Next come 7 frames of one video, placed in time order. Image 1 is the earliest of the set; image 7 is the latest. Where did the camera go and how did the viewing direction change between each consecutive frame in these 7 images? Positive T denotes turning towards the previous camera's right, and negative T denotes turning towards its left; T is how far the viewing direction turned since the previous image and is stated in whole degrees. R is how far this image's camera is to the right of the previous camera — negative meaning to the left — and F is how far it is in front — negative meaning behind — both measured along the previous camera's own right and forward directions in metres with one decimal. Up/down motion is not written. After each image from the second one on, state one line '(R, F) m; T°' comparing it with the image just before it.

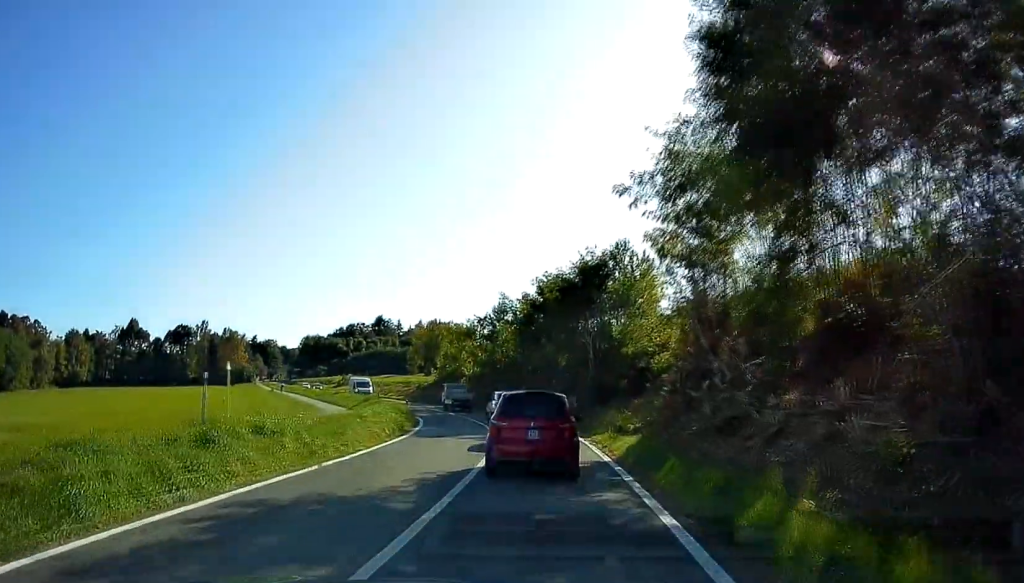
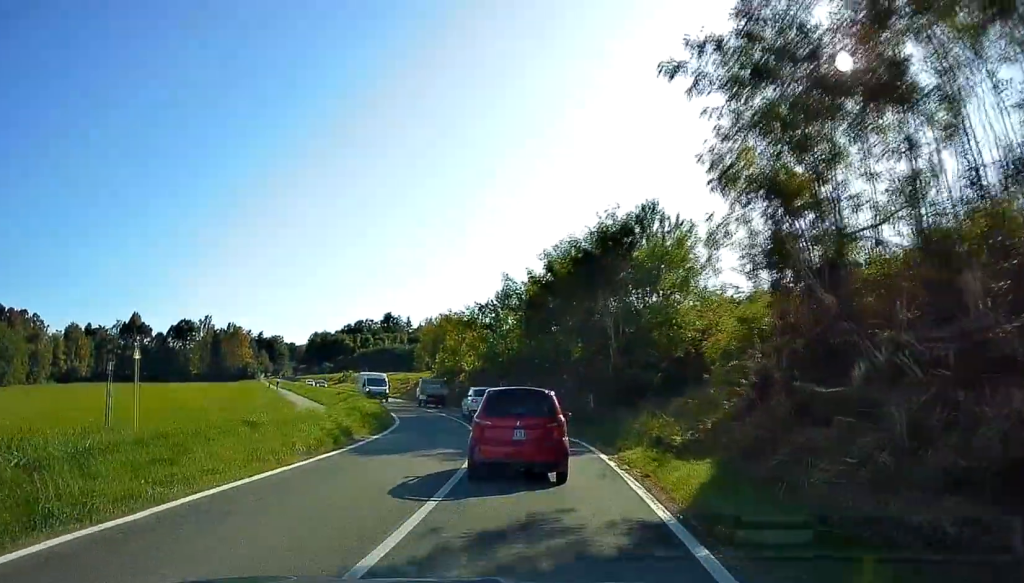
(0.0, +7.7) m; 0°
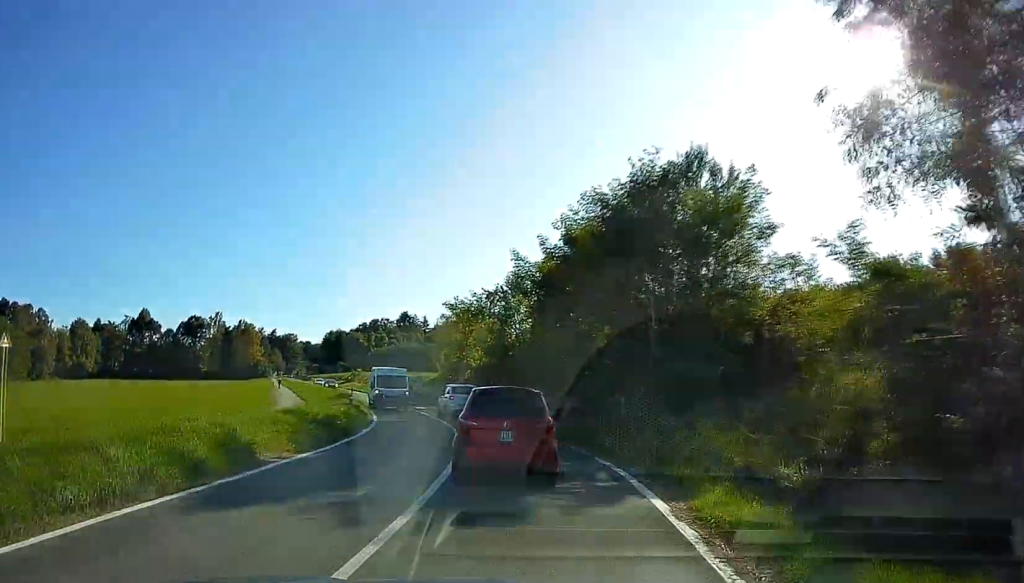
(+0.3, +7.2) m; -2°
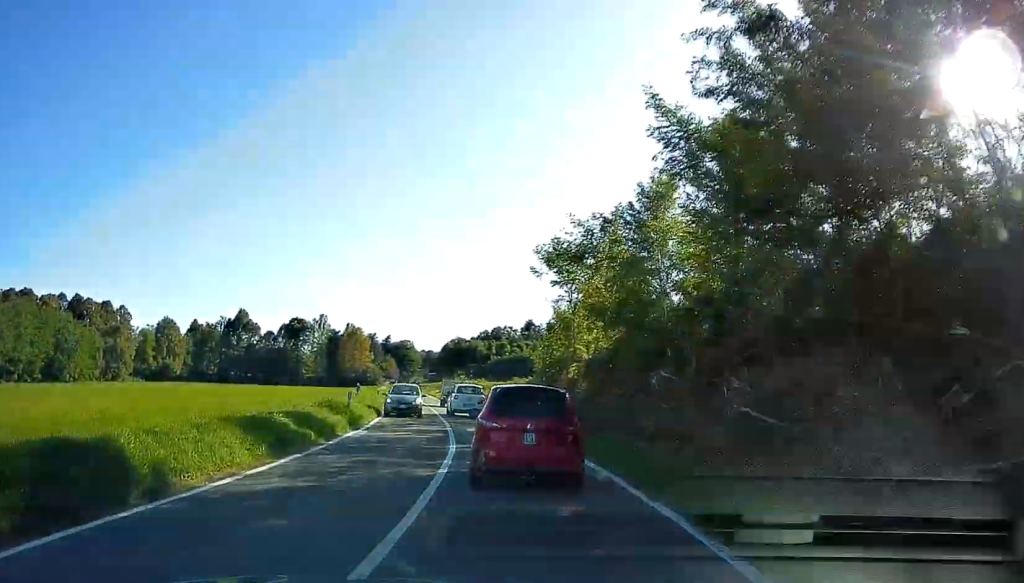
(-1.9, +21.2) m; -9°
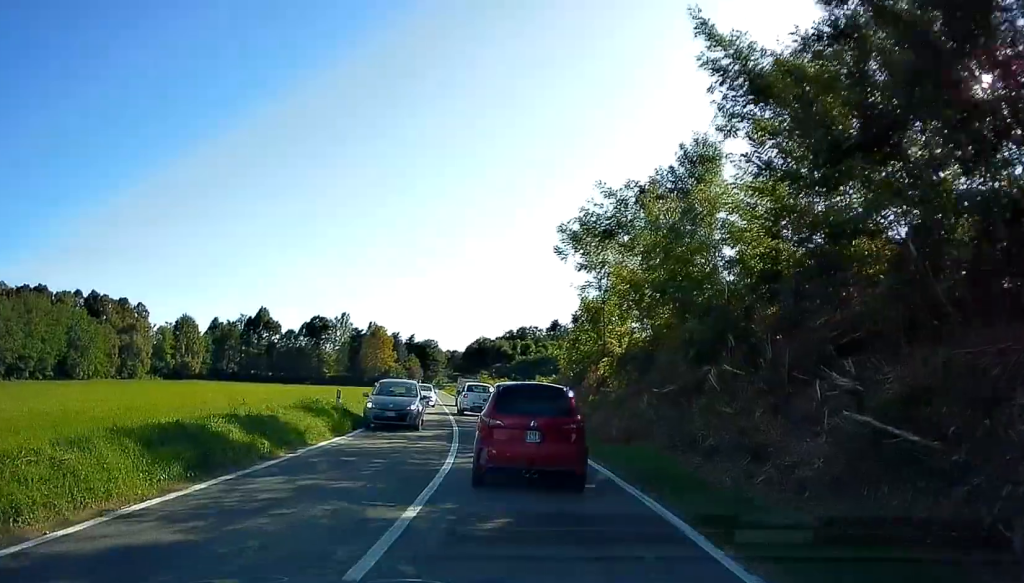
(-0.1, +3.8) m; -2°
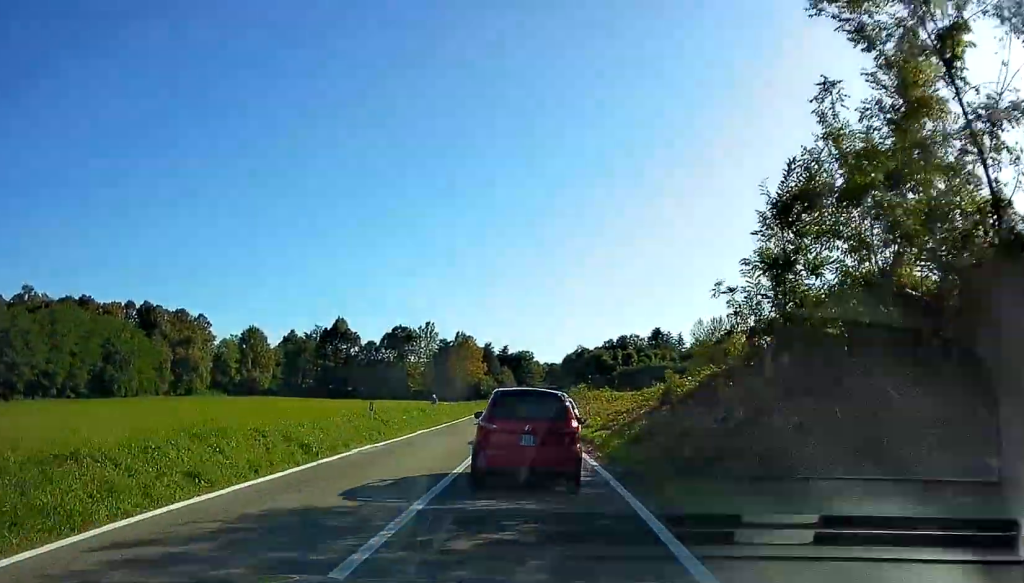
(-1.8, +20.1) m; -8°
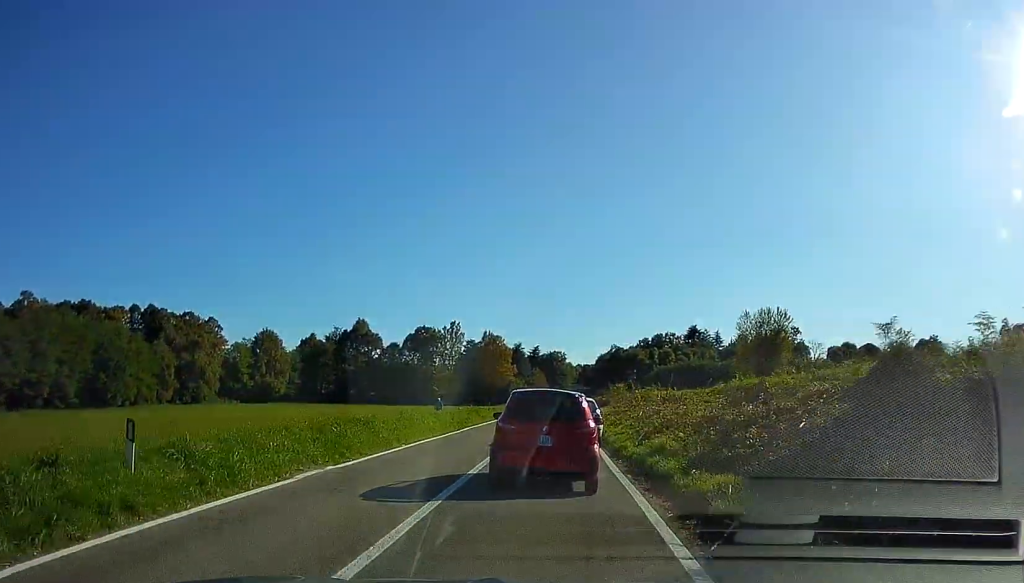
(-0.5, +12.8) m; -5°
